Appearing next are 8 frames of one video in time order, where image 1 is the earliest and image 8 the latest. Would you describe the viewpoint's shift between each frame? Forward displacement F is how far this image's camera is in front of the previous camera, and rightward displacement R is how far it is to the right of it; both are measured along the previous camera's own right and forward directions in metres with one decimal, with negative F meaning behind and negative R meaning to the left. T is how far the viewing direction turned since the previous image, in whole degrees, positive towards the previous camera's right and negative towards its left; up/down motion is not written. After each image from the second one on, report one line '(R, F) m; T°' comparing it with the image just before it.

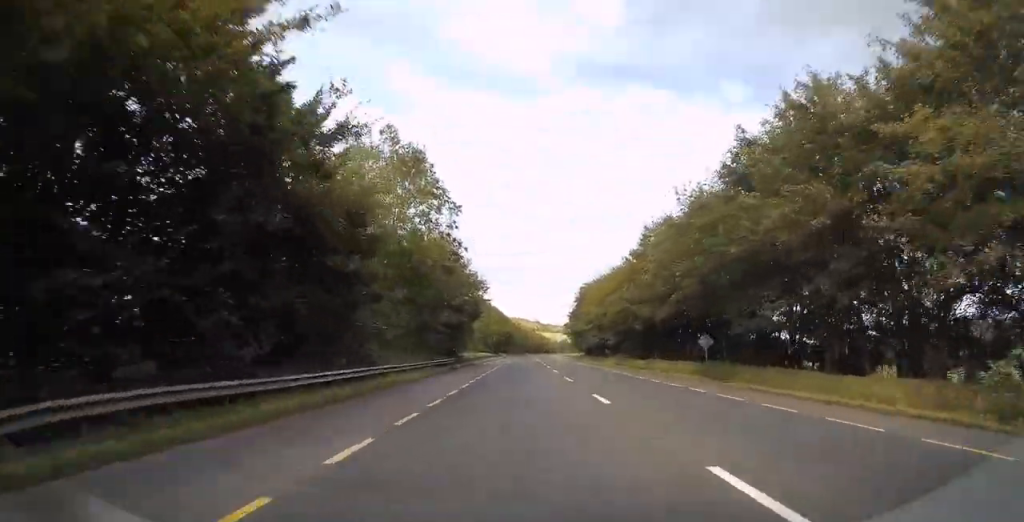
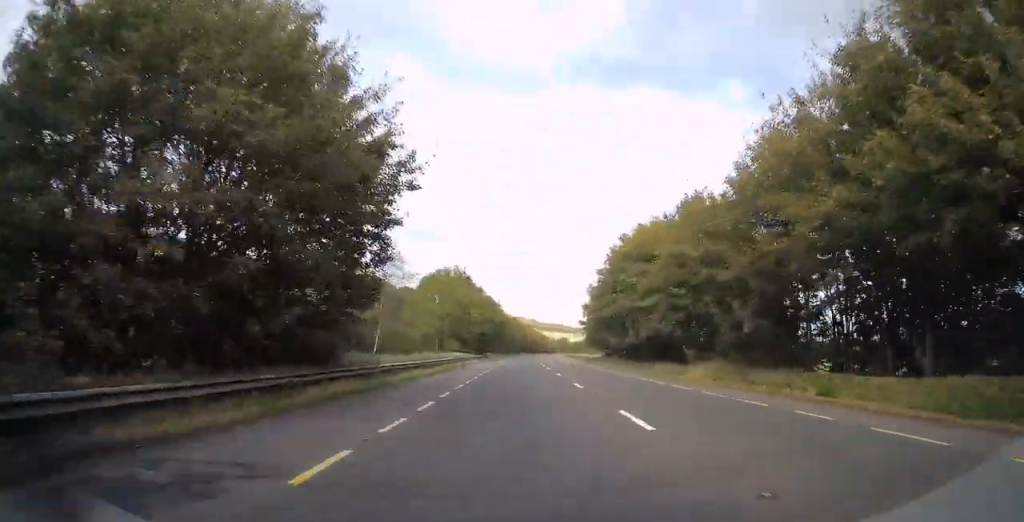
(+0.2, +42.7) m; 0°
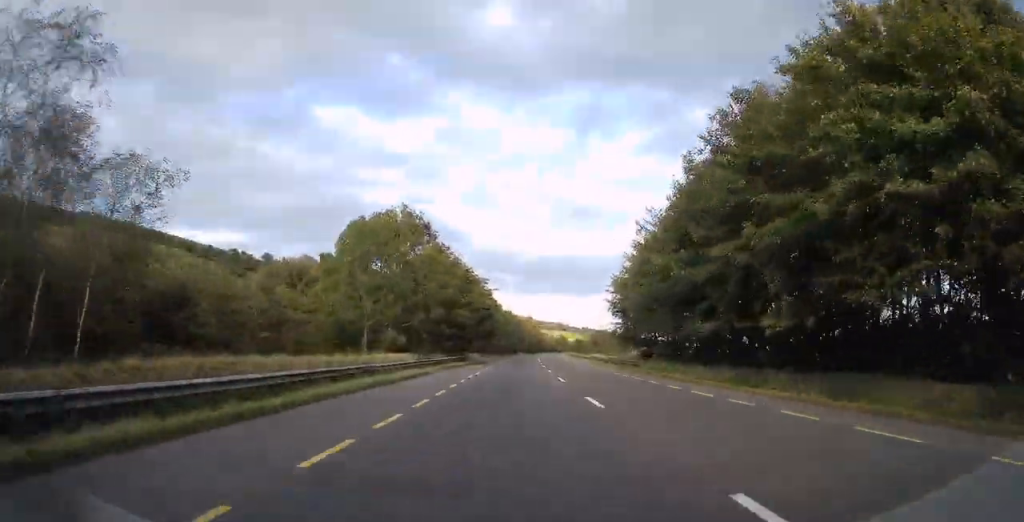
(-0.1, +30.7) m; 0°
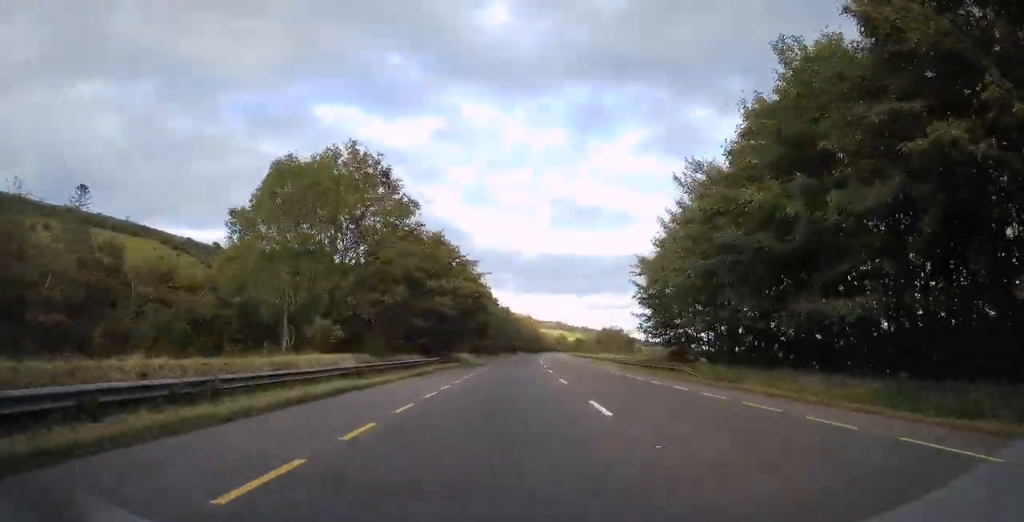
(0.0, +14.0) m; 0°
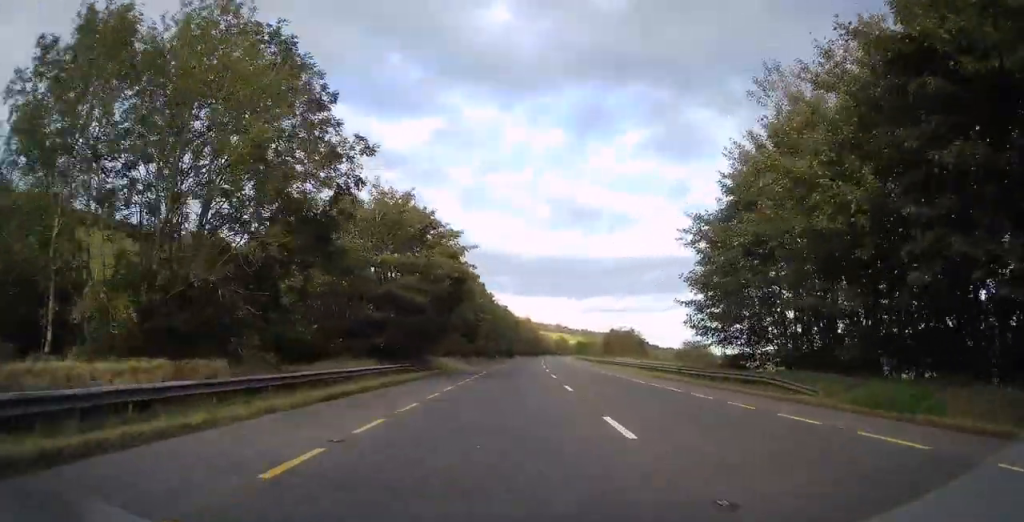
(0.0, +16.9) m; 0°
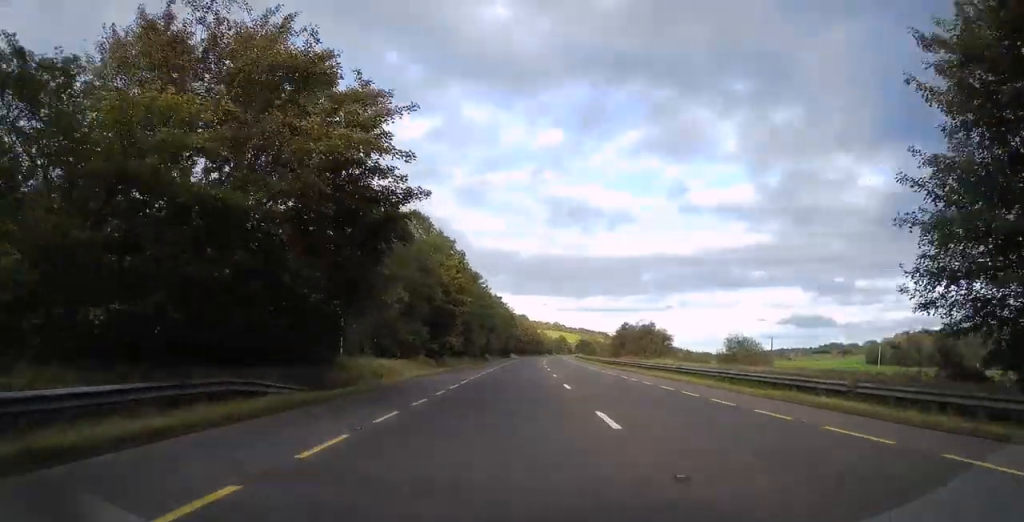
(+0.1, +24.6) m; 0°
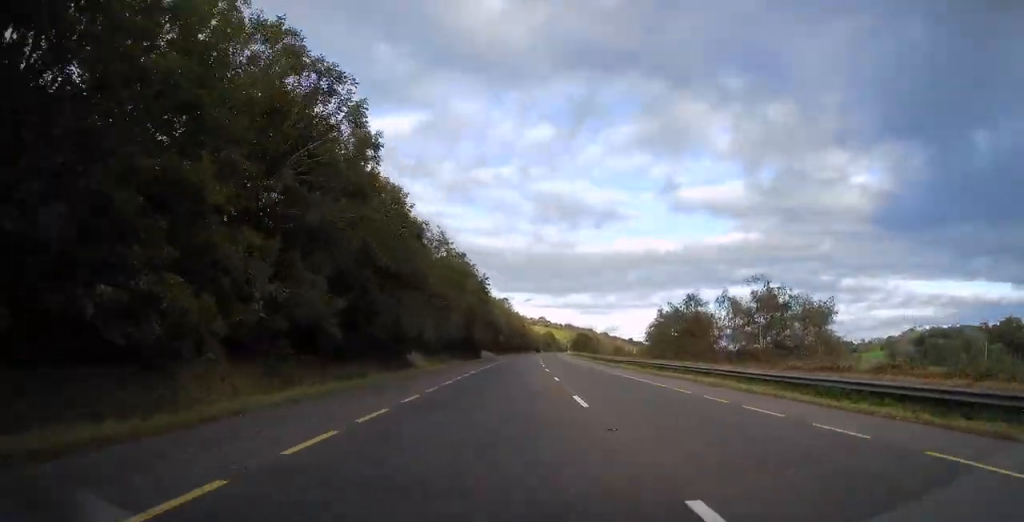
(+0.3, +56.9) m; +1°
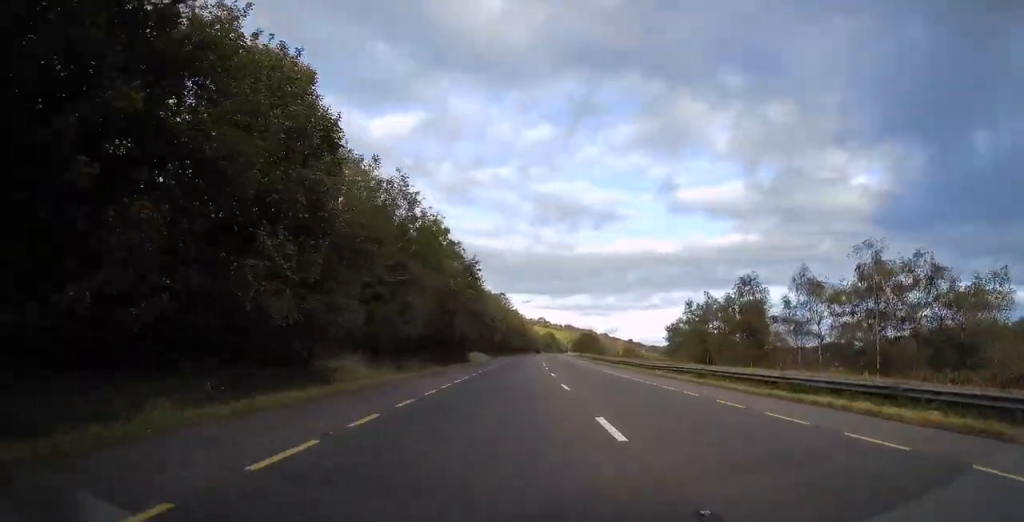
(+0.2, +16.6) m; 0°
